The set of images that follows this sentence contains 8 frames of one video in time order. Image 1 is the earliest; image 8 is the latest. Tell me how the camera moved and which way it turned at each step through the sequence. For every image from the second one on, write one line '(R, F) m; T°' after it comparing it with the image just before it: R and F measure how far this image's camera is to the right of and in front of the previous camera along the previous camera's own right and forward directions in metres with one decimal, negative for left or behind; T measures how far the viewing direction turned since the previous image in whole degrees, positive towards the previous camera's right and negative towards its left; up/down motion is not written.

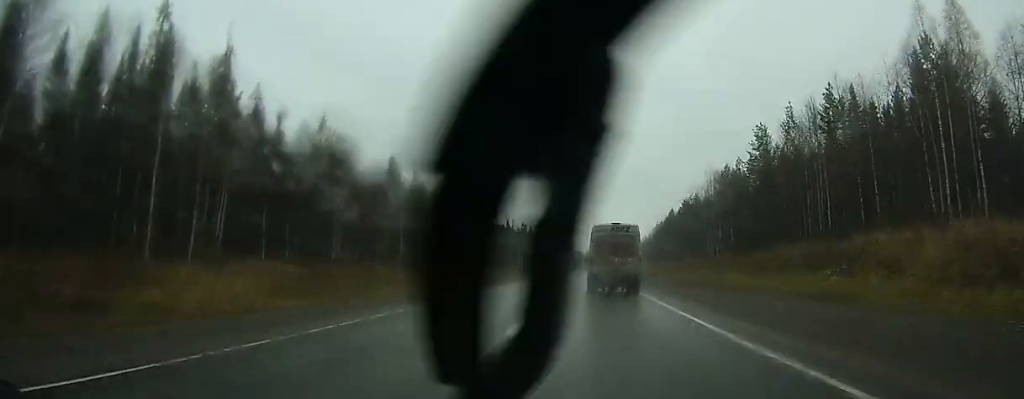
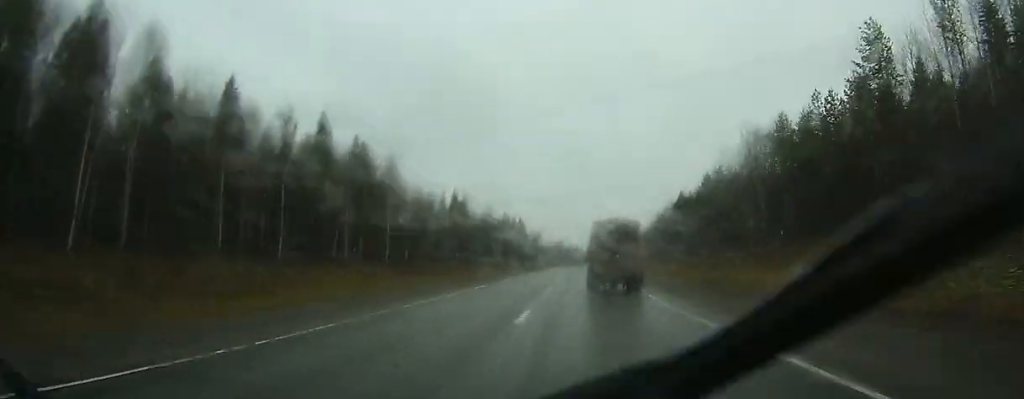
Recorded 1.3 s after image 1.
(+0.4, +35.4) m; +1°
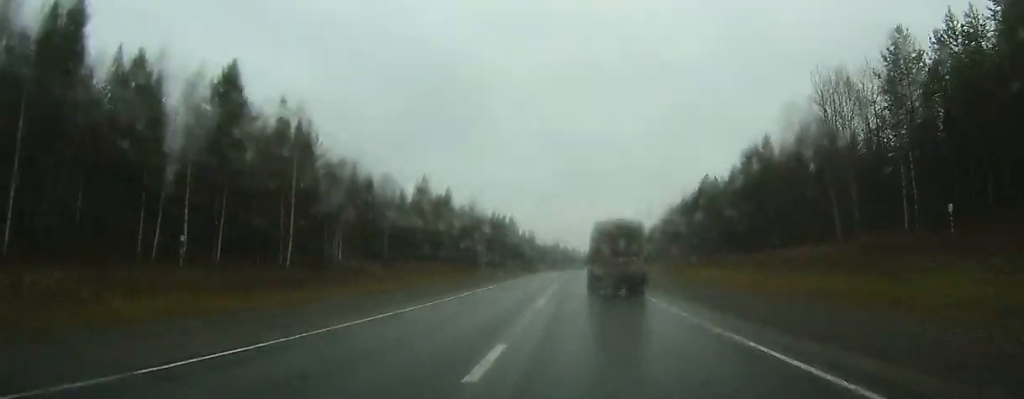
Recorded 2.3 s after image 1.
(+0.2, +29.8) m; +1°
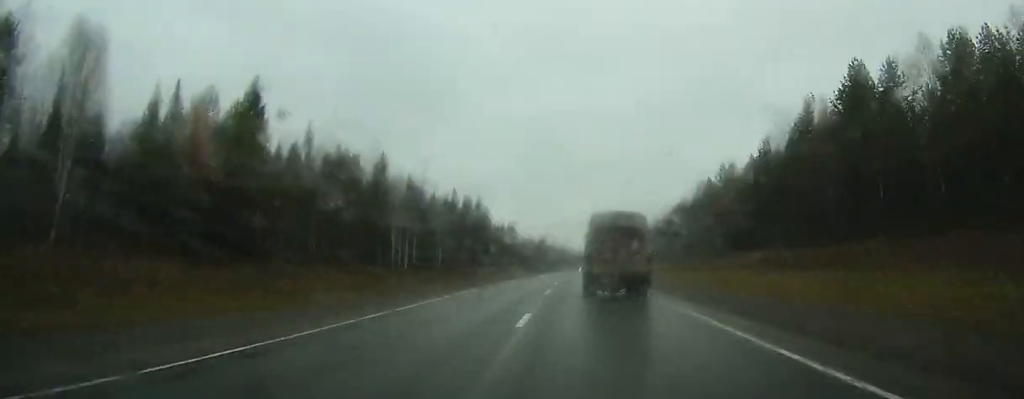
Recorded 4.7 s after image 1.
(+0.4, +66.8) m; +1°
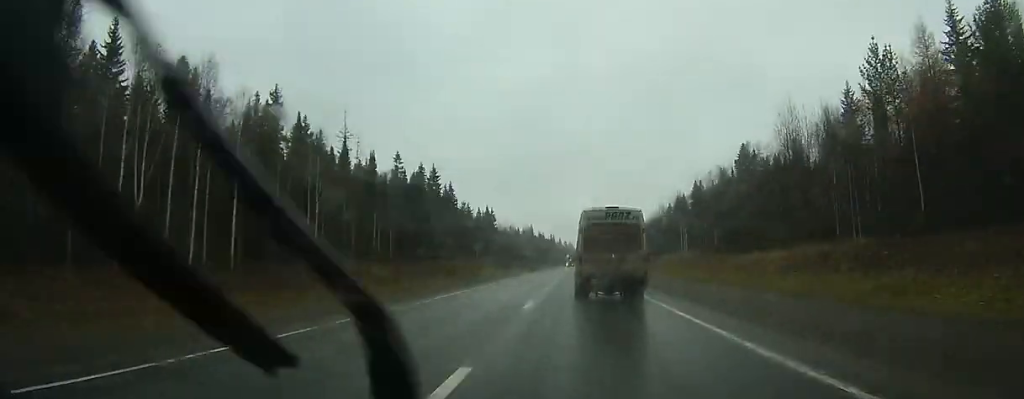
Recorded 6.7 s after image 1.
(+0.4, +55.5) m; 0°
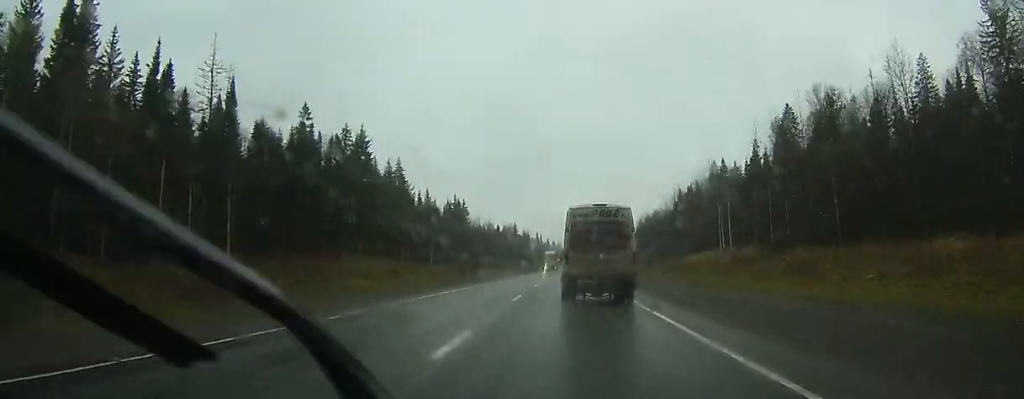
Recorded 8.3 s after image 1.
(-0.2, +44.2) m; +1°
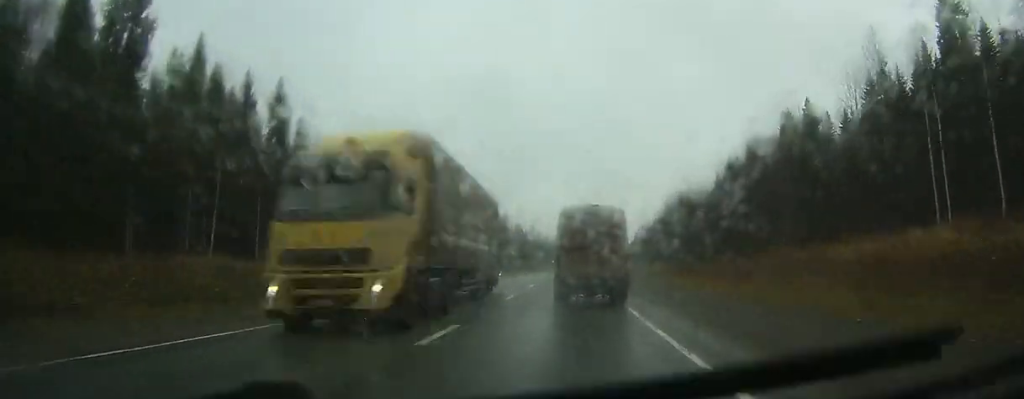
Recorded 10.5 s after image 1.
(+0.7, +58.6) m; 0°
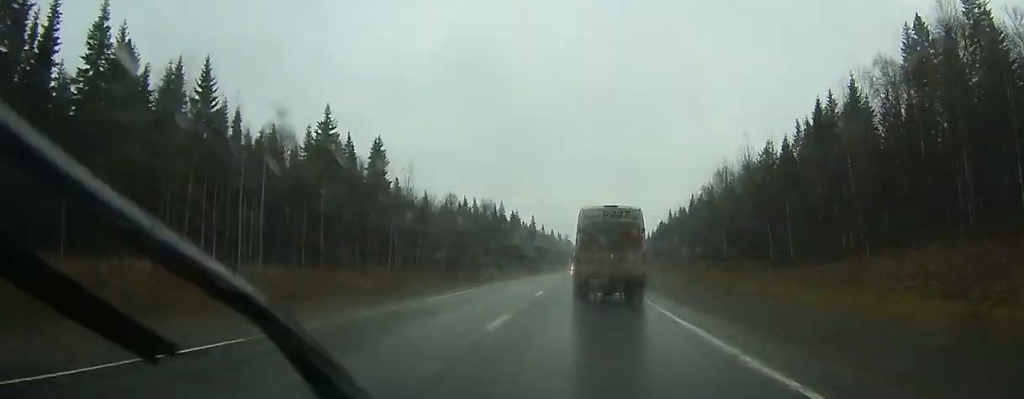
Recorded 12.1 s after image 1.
(-0.4, +45.4) m; 0°
